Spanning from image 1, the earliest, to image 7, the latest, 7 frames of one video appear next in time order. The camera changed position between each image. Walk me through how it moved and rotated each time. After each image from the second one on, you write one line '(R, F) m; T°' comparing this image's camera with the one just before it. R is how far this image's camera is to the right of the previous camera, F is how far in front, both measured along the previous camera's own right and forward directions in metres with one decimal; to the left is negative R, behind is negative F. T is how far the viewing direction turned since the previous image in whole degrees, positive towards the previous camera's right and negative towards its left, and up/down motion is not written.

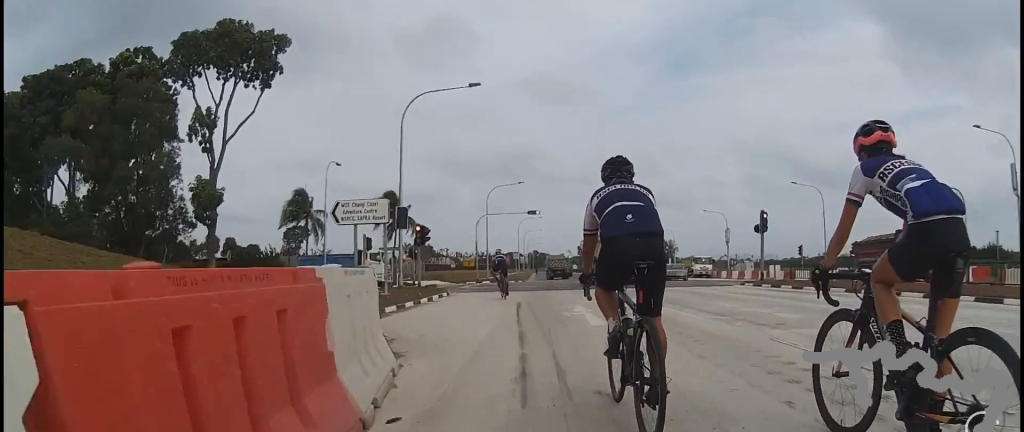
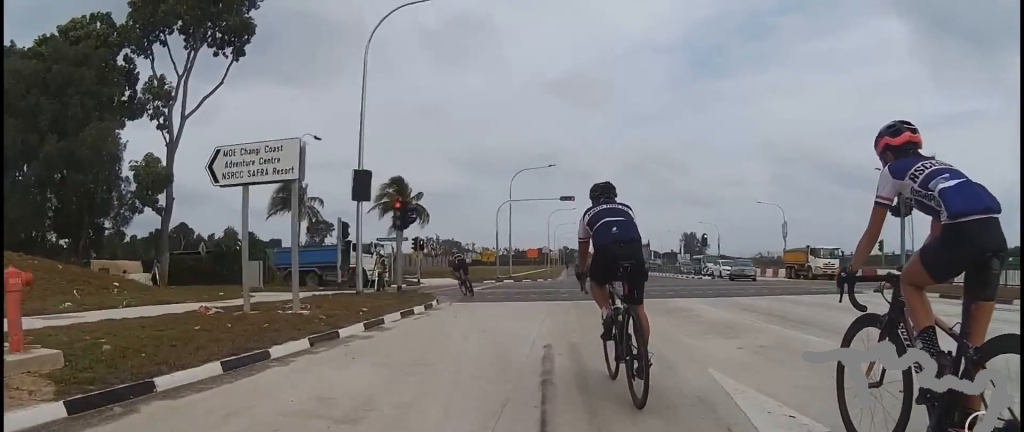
(-1.0, +8.4) m; -15°
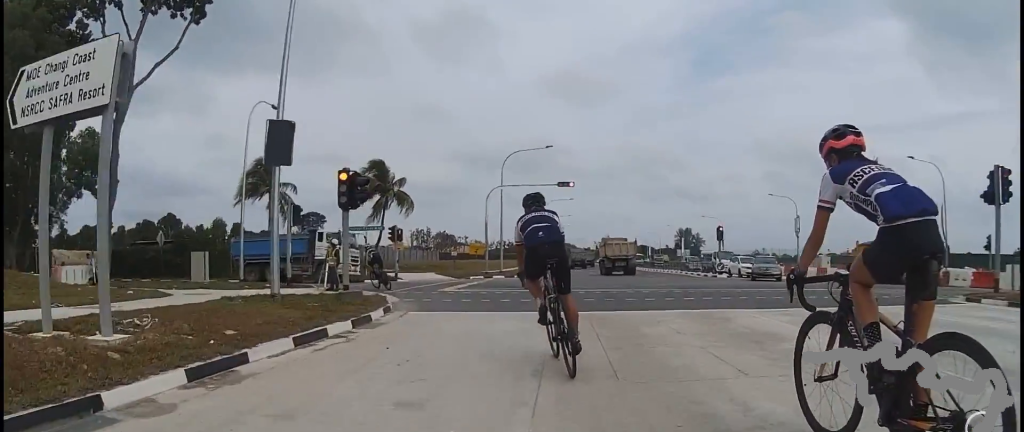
(0.0, +4.4) m; -10°
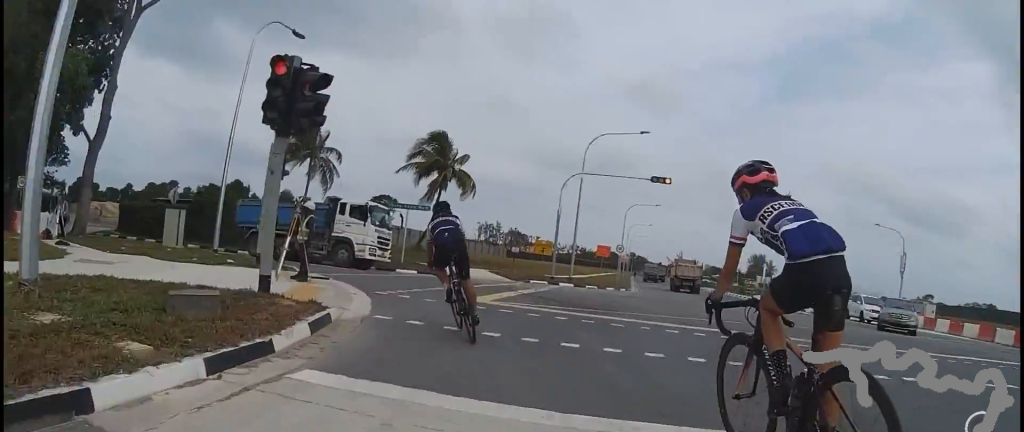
(-1.6, +7.0) m; -21°
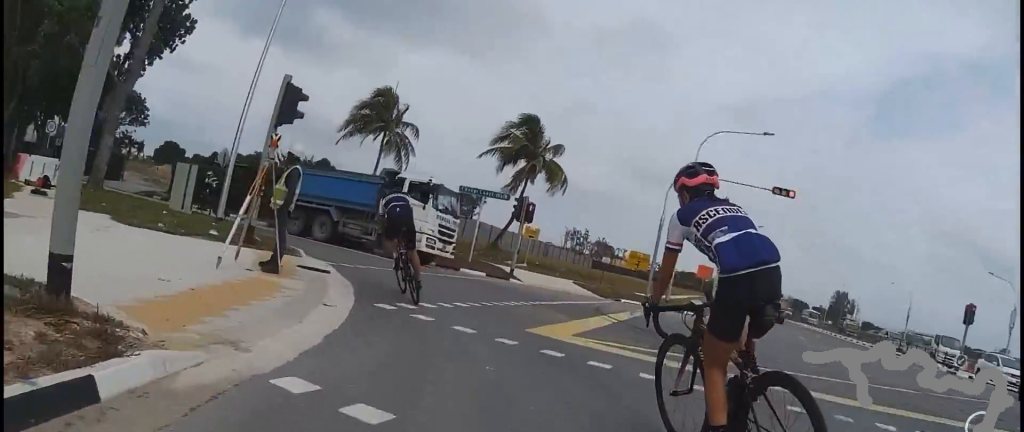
(-0.5, +4.9) m; -11°
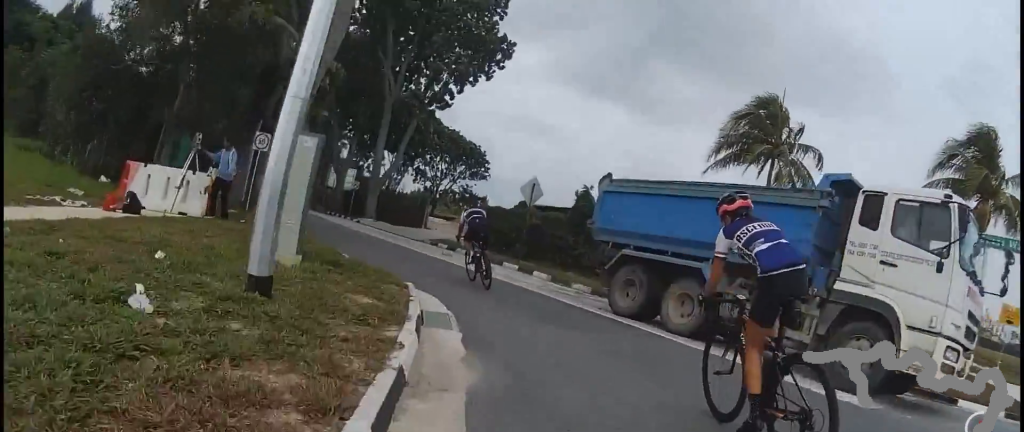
(-2.1, +11.9) m; -12°
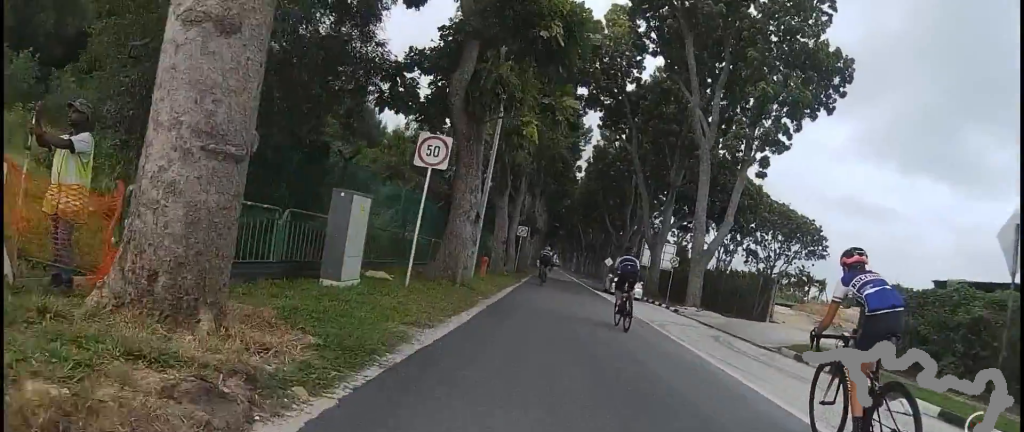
(-0.1, +11.4) m; -1°
